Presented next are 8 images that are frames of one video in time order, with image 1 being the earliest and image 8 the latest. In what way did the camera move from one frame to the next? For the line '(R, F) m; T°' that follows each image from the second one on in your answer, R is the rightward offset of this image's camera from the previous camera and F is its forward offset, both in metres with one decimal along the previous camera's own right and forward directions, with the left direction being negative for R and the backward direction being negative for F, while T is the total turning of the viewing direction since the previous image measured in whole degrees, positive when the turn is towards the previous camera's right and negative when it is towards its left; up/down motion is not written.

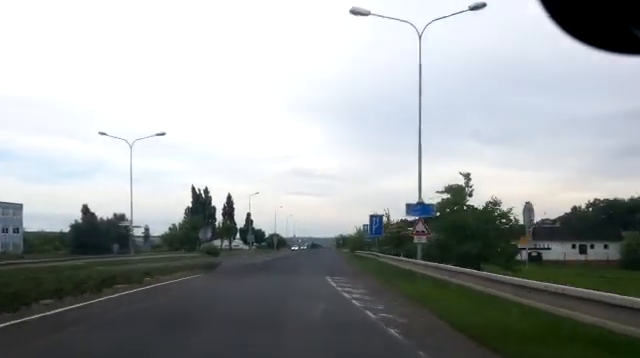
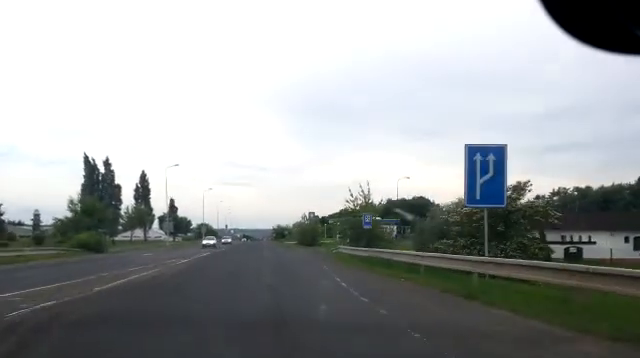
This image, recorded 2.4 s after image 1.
(-0.5, +22.9) m; -2°
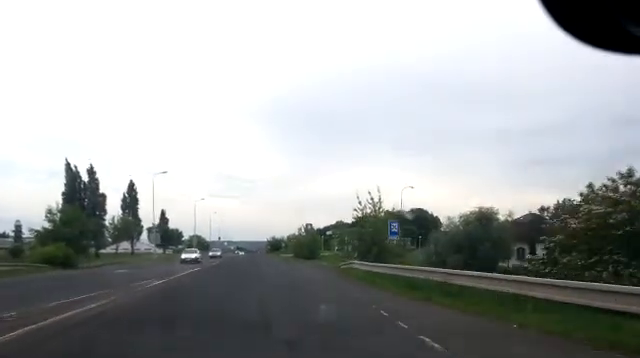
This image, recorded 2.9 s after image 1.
(0.0, +5.6) m; 0°
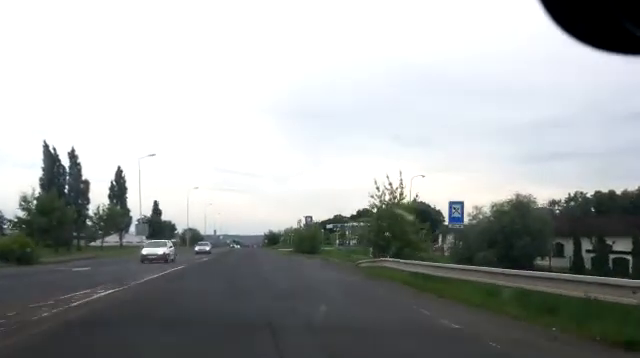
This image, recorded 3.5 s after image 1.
(0.0, +6.7) m; +1°
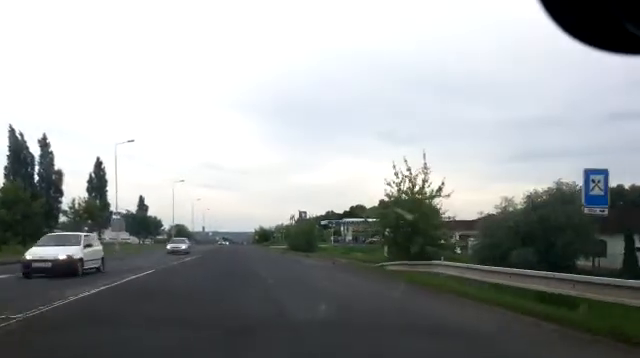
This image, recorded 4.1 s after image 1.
(0.0, +6.6) m; +1°
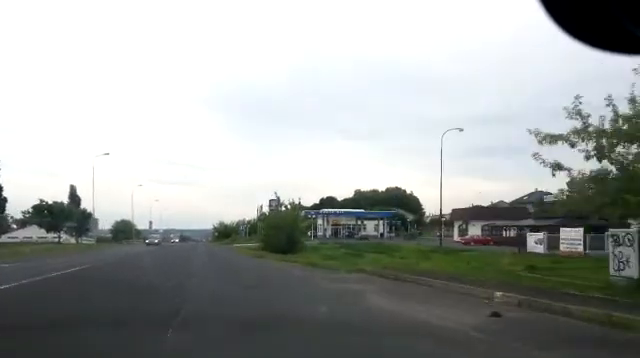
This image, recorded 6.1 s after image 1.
(+1.6, +24.5) m; +6°
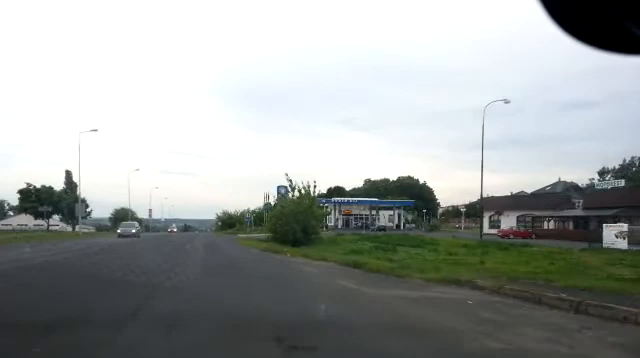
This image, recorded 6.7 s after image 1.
(+0.1, +8.1) m; 0°
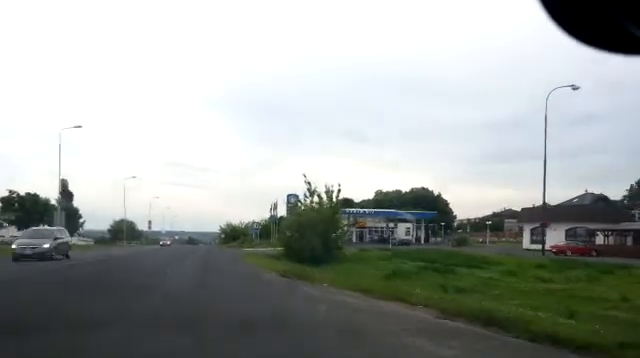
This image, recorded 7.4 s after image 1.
(-0.1, +9.0) m; 0°
